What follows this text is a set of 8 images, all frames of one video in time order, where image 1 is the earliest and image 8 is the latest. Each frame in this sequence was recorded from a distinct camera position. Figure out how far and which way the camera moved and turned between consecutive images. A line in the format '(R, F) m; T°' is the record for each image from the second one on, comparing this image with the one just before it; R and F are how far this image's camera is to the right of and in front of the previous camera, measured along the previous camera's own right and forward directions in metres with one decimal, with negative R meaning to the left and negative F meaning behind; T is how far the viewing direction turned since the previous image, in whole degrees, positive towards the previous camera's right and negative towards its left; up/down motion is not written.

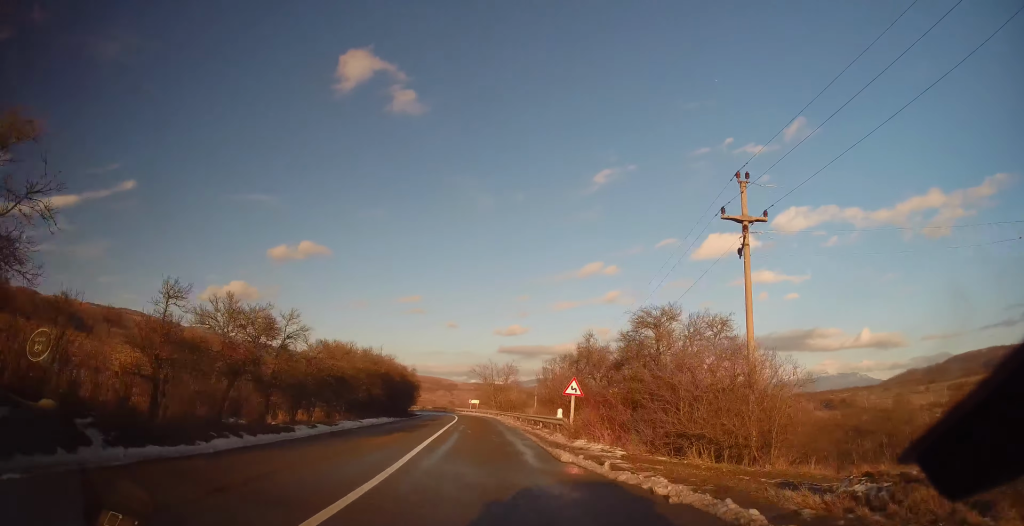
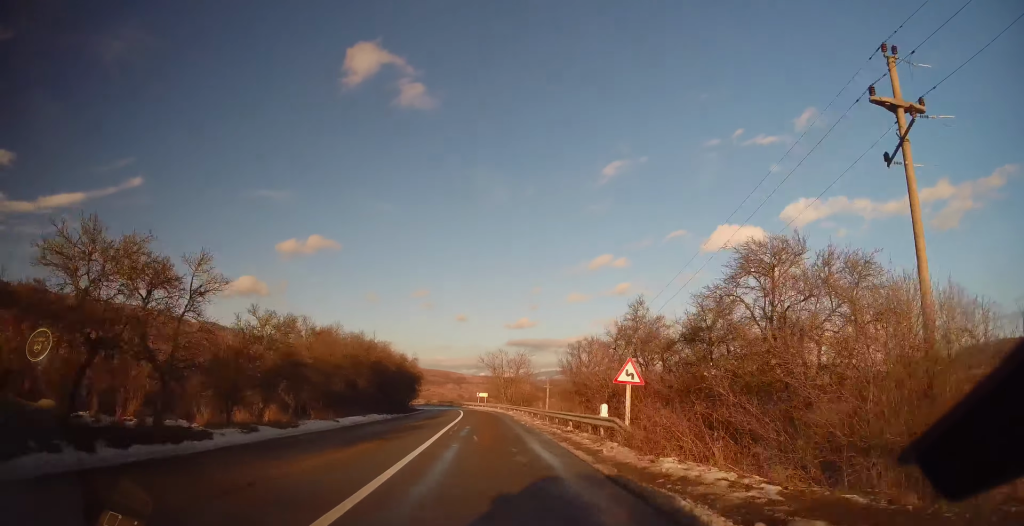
(-0.2, +7.1) m; 0°
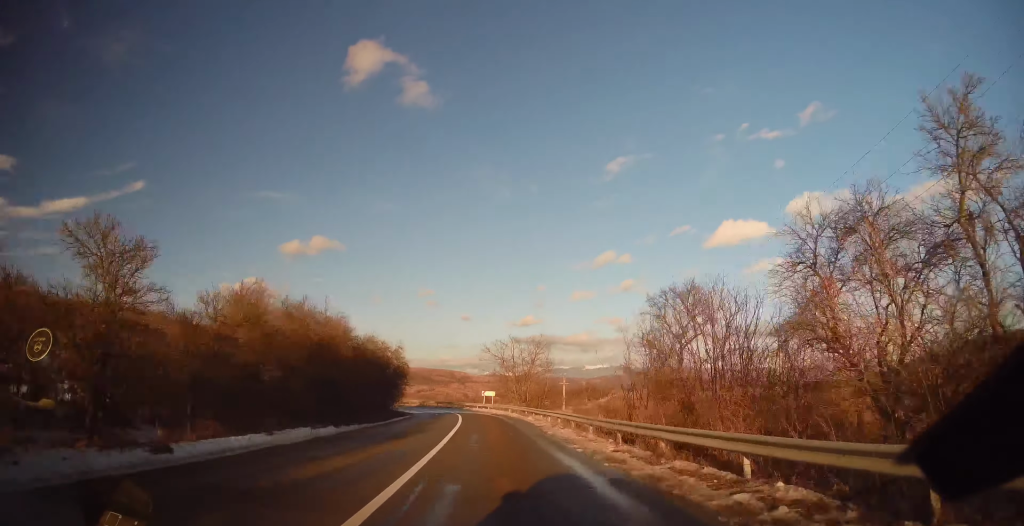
(+0.2, +15.2) m; +1°
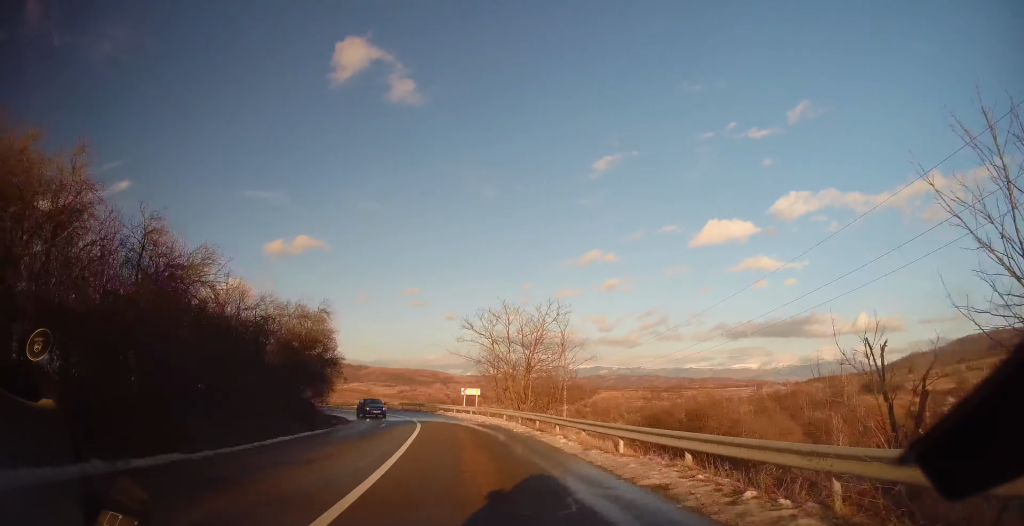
(-0.3, +19.0) m; -4°
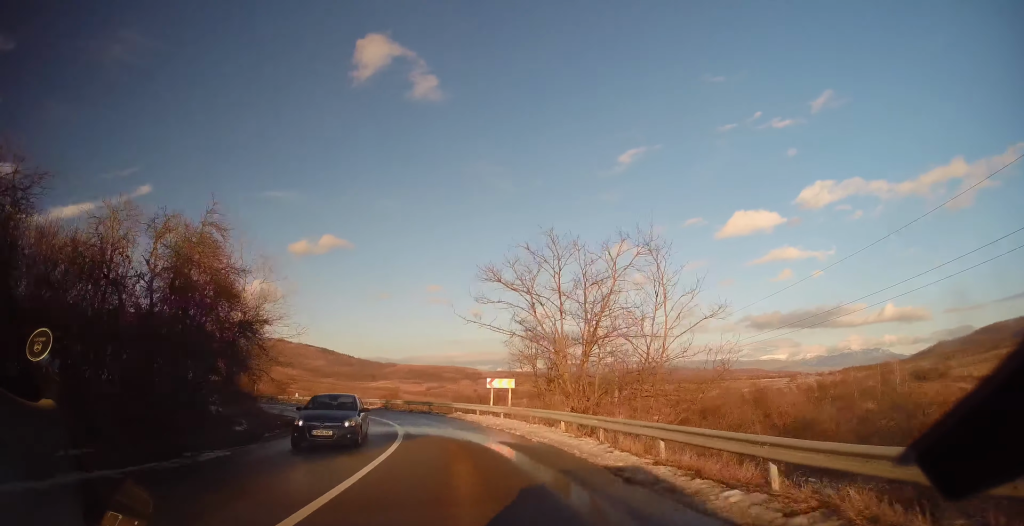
(-0.6, +14.0) m; -5°
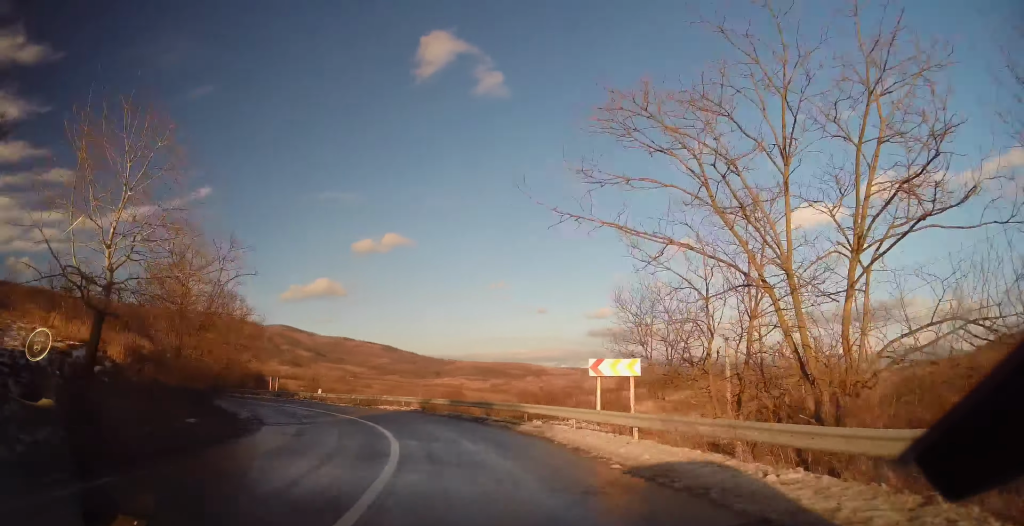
(-0.5, +13.8) m; -7°
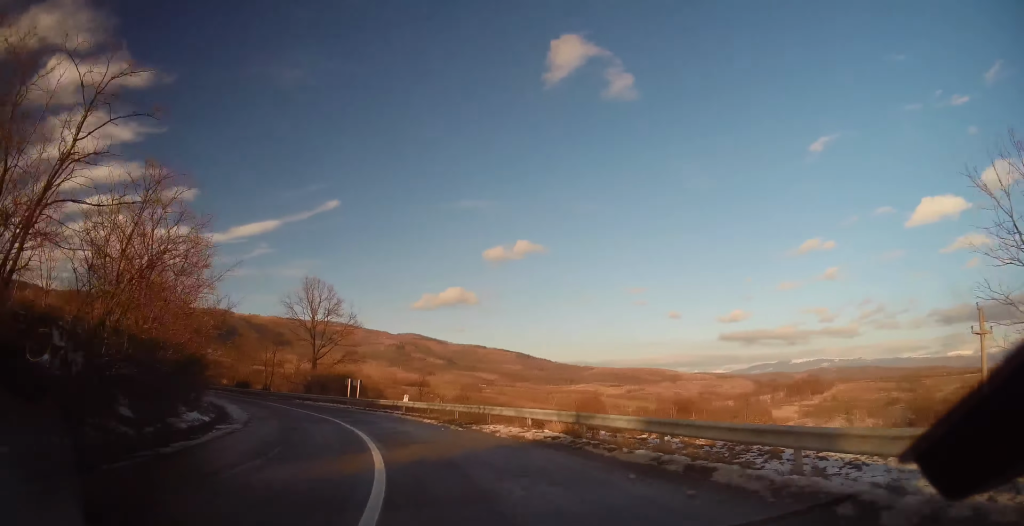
(-2.3, +16.8) m; -16°
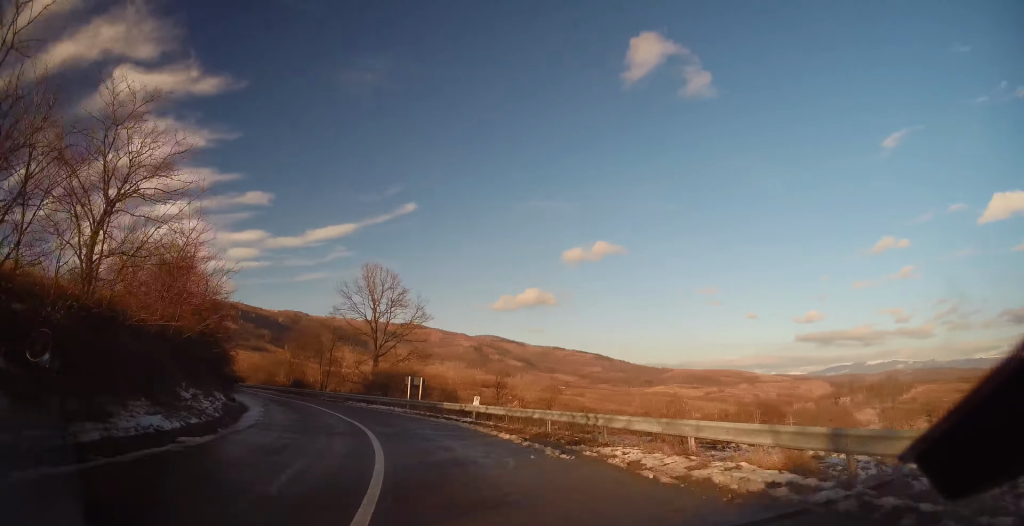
(-0.7, +8.3) m; -8°
